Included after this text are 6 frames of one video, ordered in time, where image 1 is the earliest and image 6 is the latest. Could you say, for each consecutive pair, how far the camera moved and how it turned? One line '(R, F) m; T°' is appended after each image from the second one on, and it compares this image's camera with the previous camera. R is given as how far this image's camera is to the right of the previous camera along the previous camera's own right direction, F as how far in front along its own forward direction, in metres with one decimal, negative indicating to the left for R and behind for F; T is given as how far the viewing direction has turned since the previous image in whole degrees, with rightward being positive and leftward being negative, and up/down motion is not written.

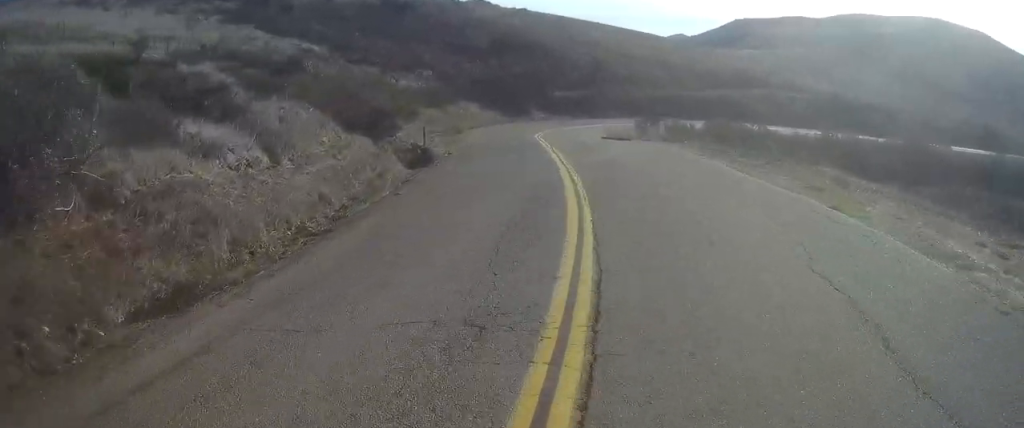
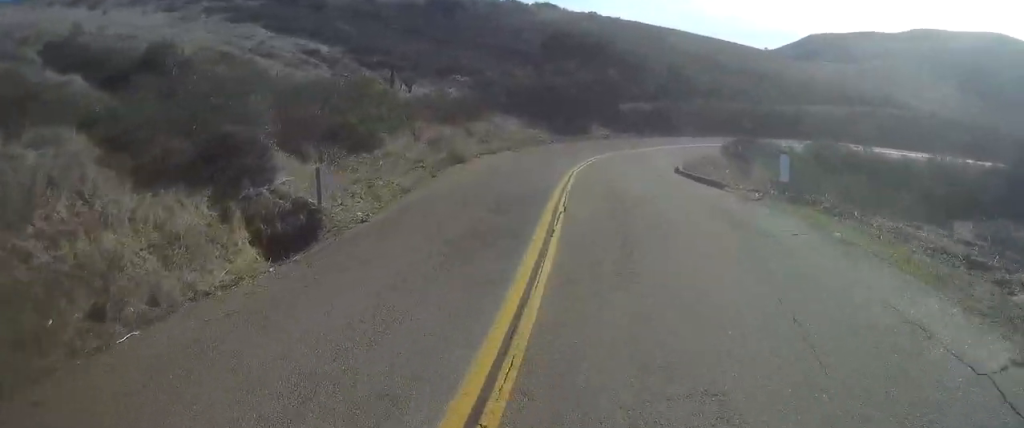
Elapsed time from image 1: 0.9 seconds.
(-0.8, +13.0) m; -4°
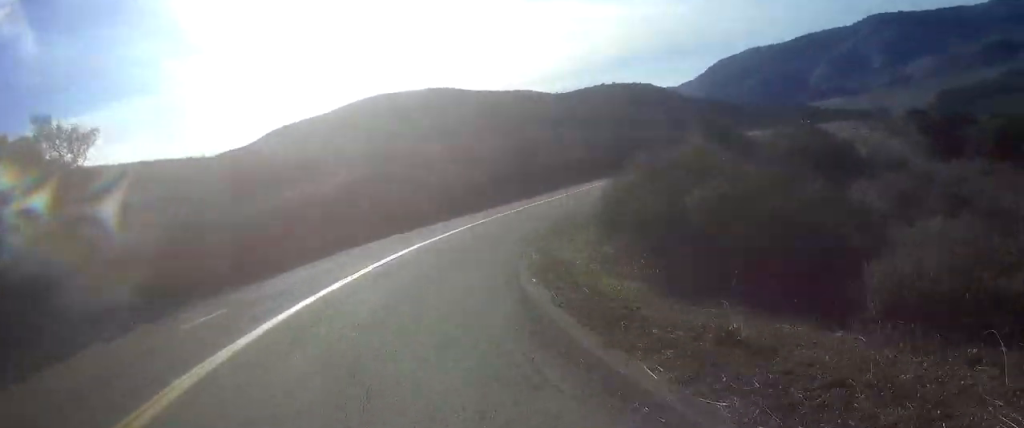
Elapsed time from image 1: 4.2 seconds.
(-0.4, +42.2) m; +15°
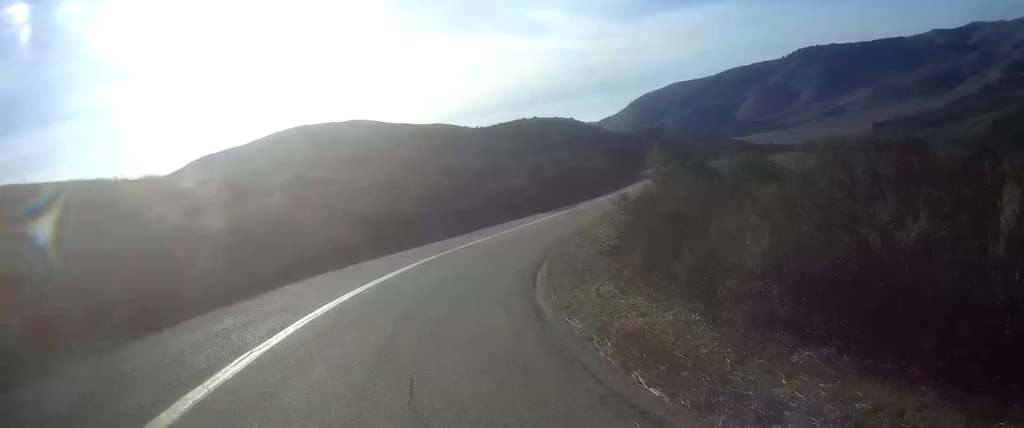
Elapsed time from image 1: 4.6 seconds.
(+0.8, +5.3) m; +10°
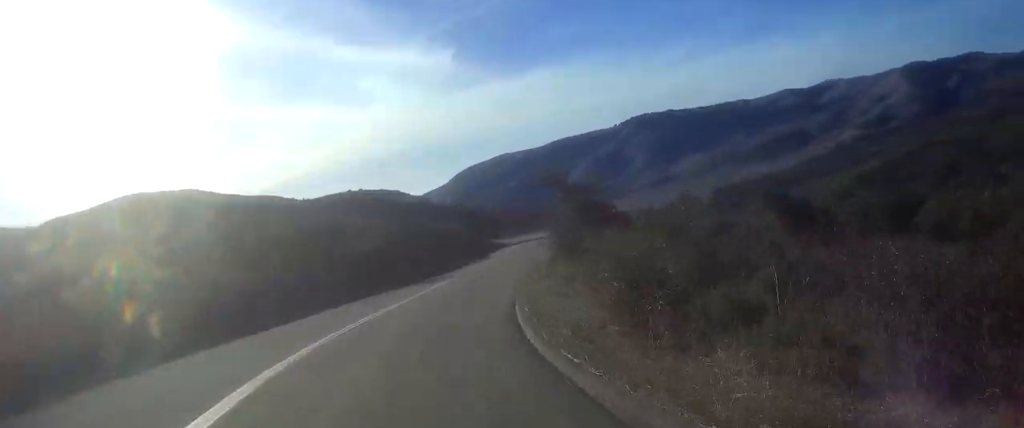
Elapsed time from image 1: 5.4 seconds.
(+2.2, +10.2) m; +19°
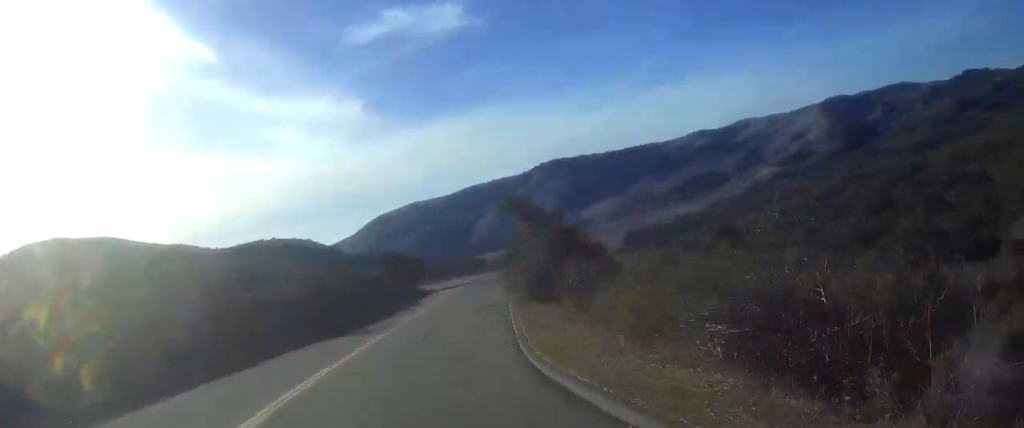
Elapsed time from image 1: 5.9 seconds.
(+0.6, +6.5) m; +8°
